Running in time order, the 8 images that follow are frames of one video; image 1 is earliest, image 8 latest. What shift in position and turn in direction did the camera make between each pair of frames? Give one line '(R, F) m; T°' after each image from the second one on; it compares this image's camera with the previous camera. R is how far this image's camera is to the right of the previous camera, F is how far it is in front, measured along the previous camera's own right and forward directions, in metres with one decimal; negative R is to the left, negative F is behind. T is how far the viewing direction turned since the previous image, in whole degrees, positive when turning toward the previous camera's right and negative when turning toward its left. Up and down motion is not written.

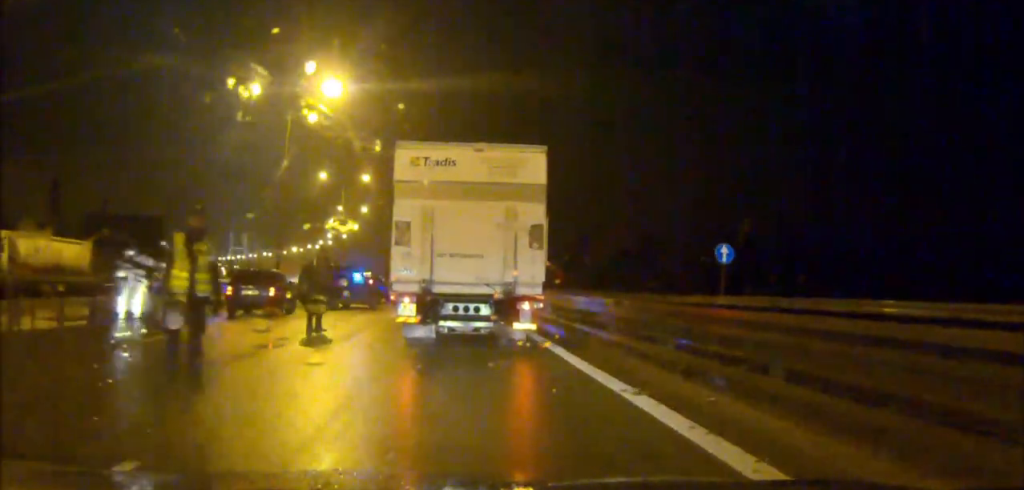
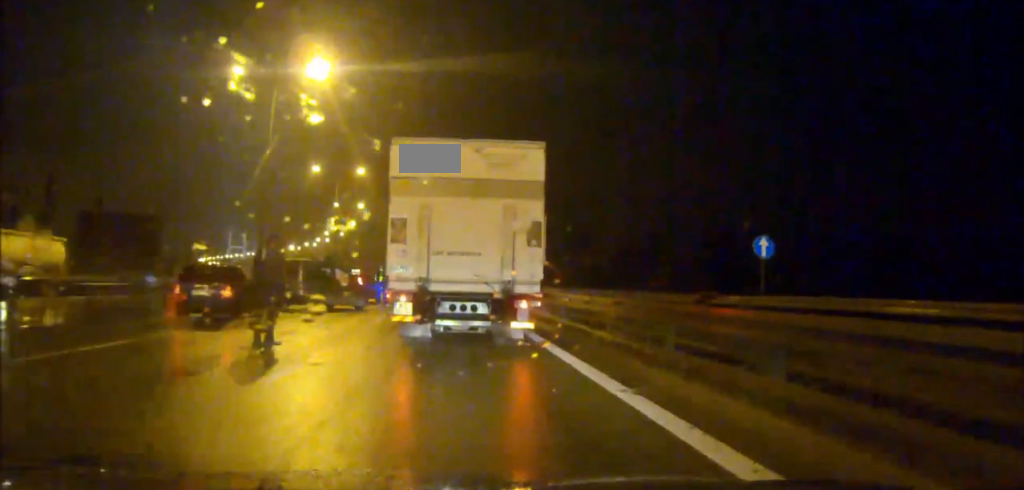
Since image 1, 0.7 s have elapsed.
(0.0, +4.3) m; 0°
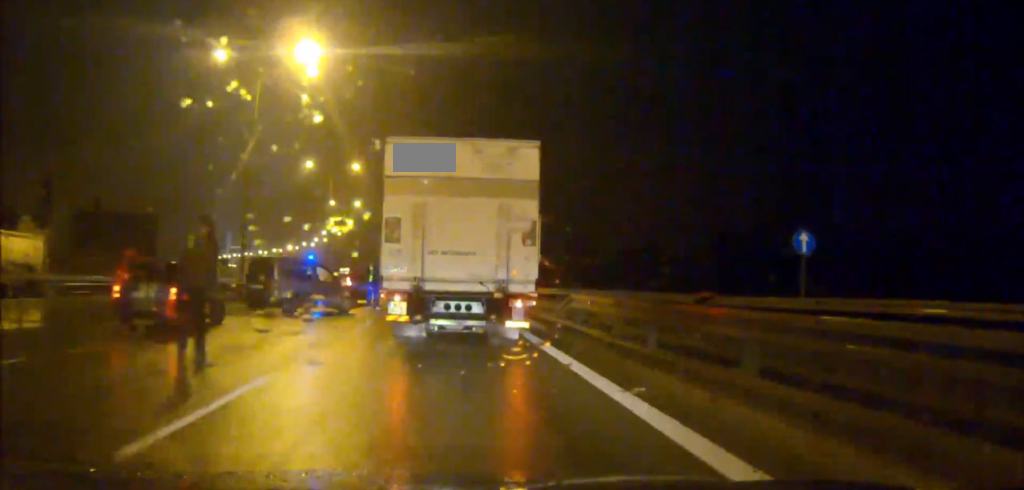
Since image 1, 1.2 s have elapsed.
(0.0, +3.5) m; 0°
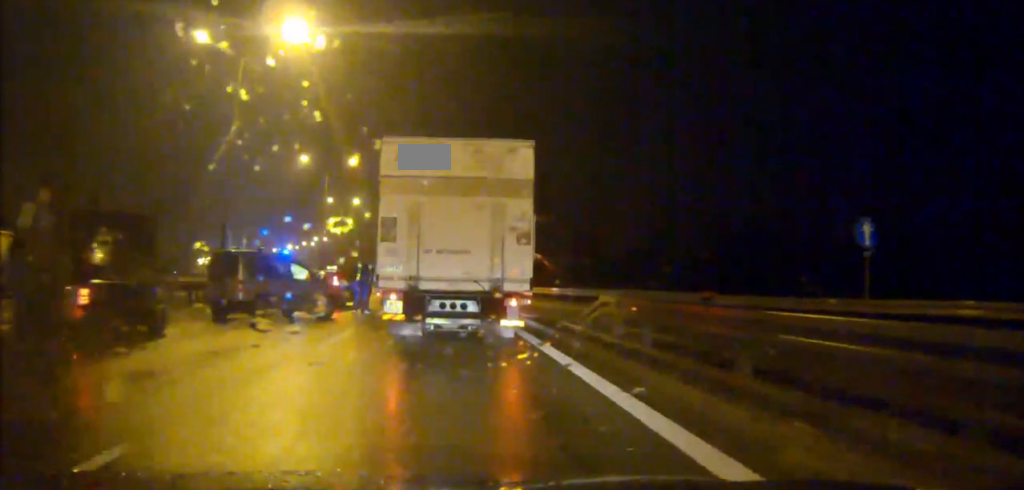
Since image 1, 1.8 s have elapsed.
(0.0, +3.9) m; 0°
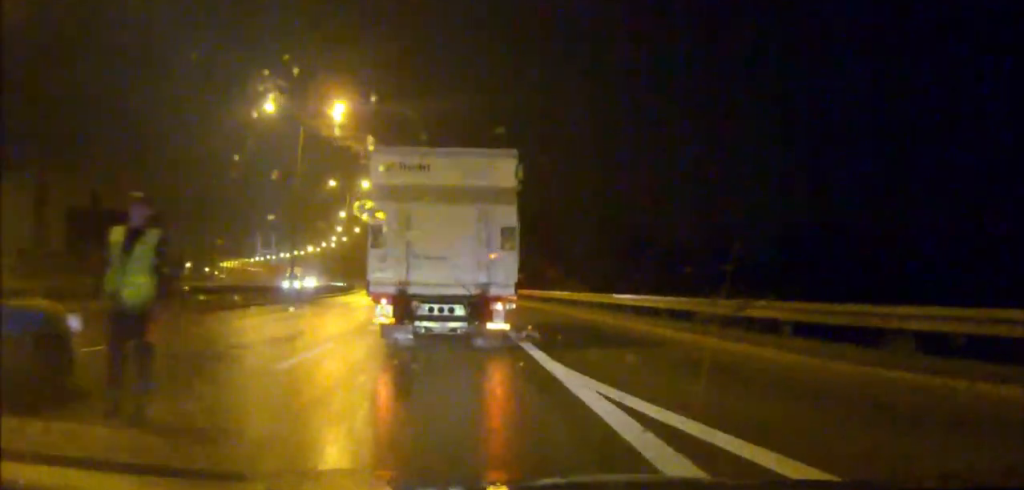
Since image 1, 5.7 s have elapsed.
(-0.6, +27.2) m; -4°
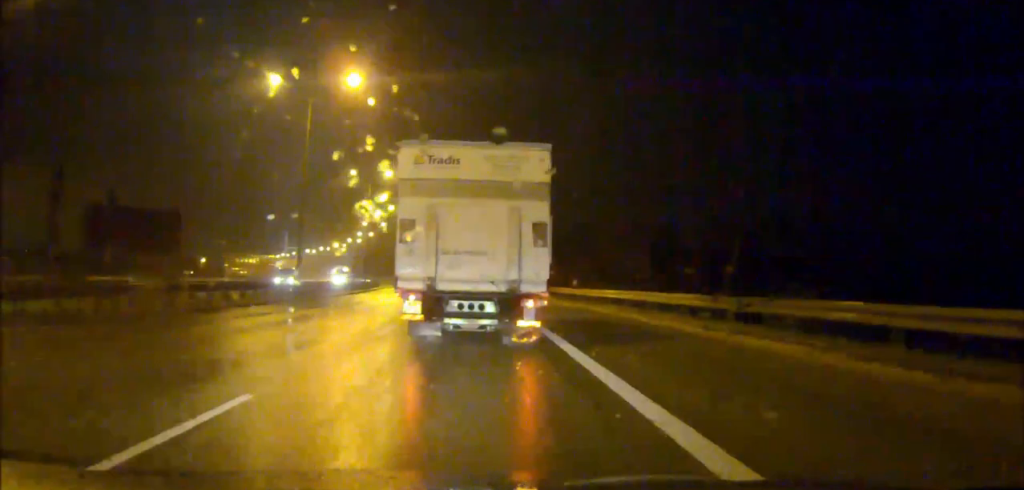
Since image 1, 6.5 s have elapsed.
(-0.1, +7.0) m; -2°
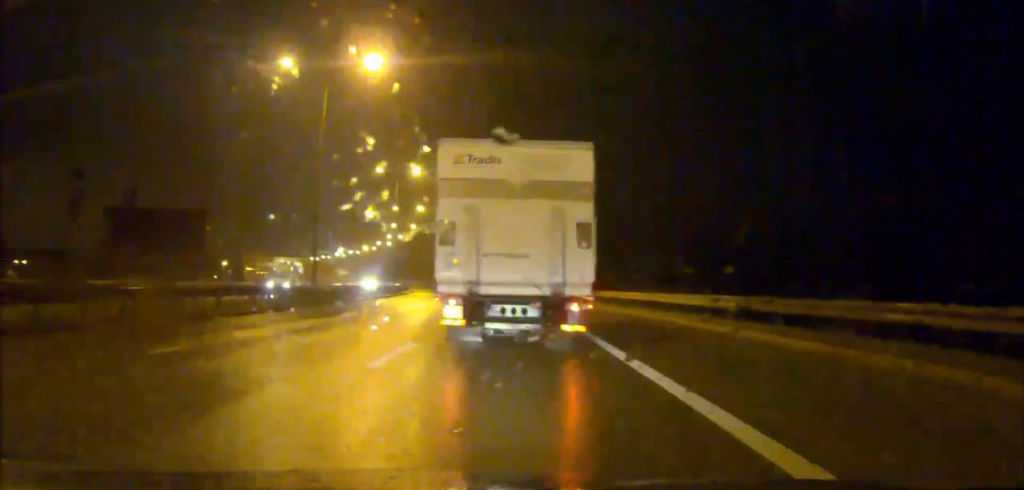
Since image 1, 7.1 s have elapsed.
(-0.2, +5.0) m; -1°
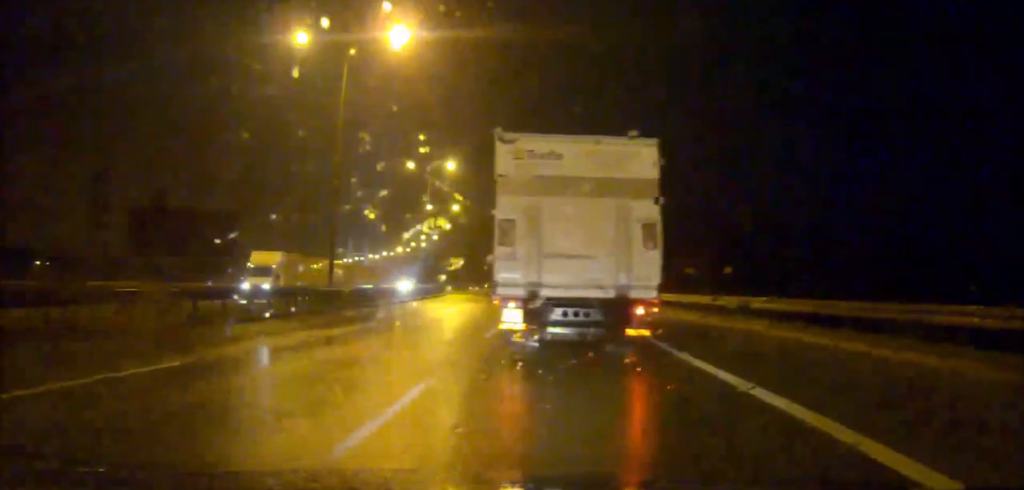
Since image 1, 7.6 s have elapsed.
(-0.1, +5.1) m; -1°
